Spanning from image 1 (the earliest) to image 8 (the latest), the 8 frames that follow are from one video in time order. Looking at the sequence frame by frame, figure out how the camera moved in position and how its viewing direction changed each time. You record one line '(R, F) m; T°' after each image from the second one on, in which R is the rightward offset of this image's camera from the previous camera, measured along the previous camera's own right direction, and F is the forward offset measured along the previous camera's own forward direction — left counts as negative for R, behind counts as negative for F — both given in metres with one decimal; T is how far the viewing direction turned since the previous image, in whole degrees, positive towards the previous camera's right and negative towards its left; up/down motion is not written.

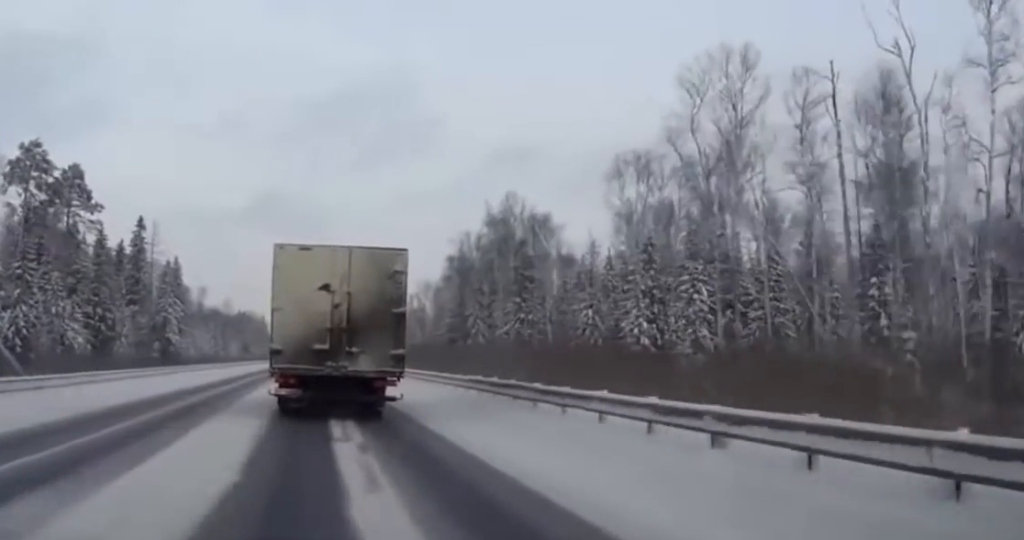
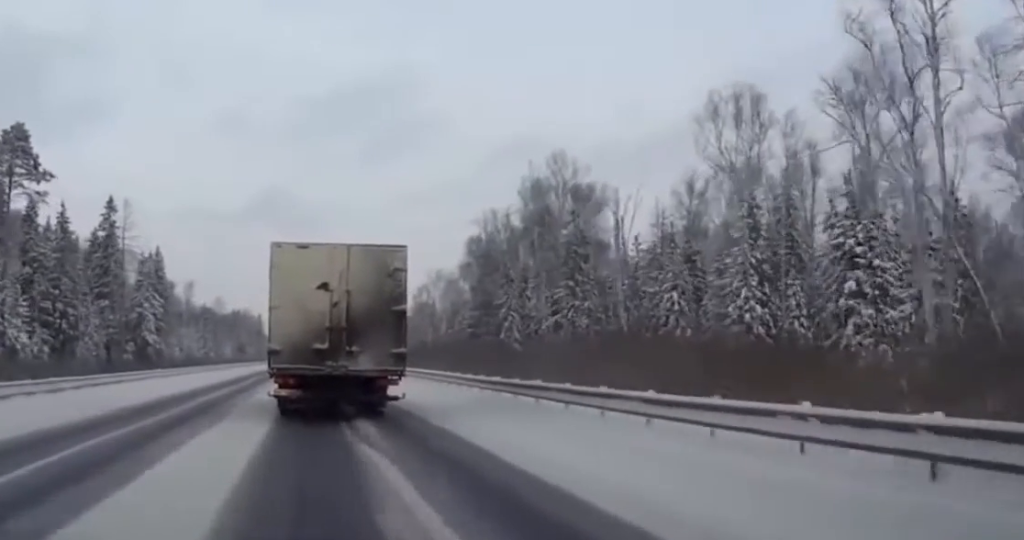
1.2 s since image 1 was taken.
(-0.1, +17.6) m; -1°
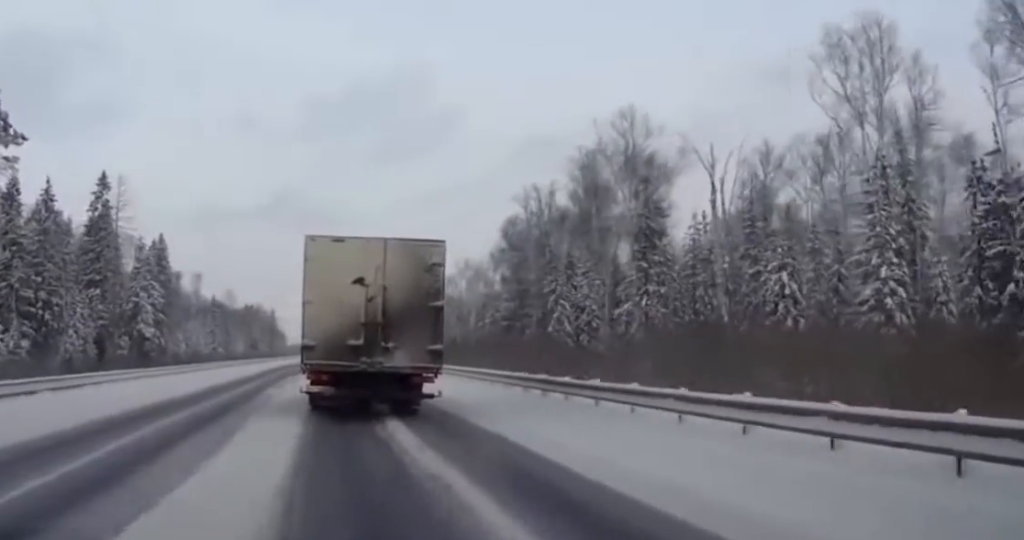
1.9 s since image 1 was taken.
(-0.1, +11.9) m; -1°
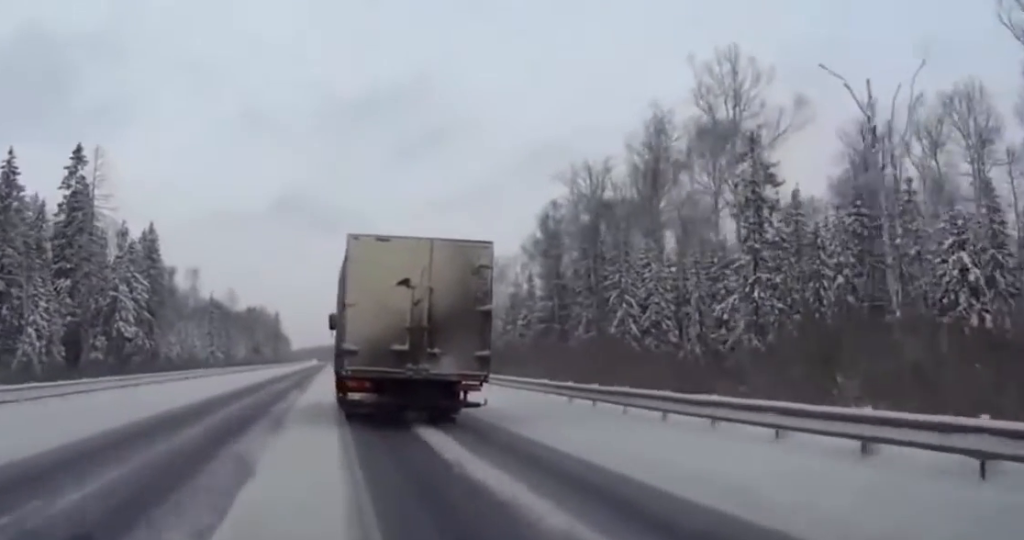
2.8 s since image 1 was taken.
(-0.1, +14.4) m; -1°
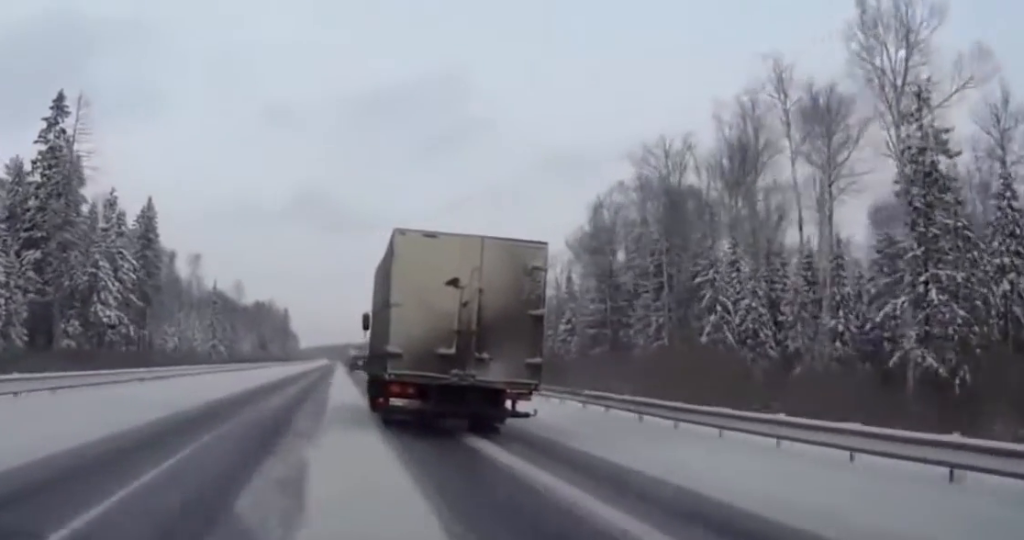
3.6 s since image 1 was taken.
(-0.1, +12.6) m; 0°
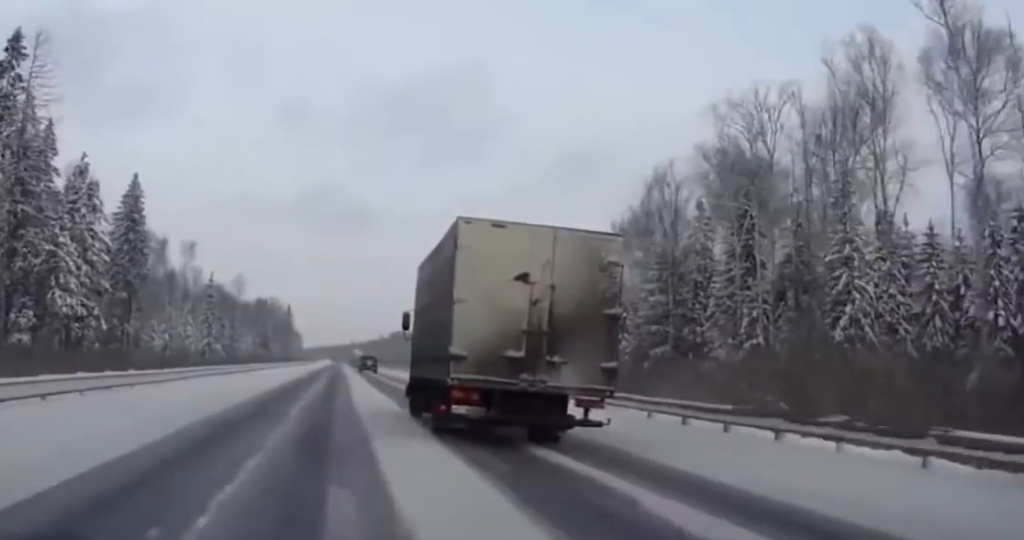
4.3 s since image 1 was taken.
(0.0, +12.7) m; +1°
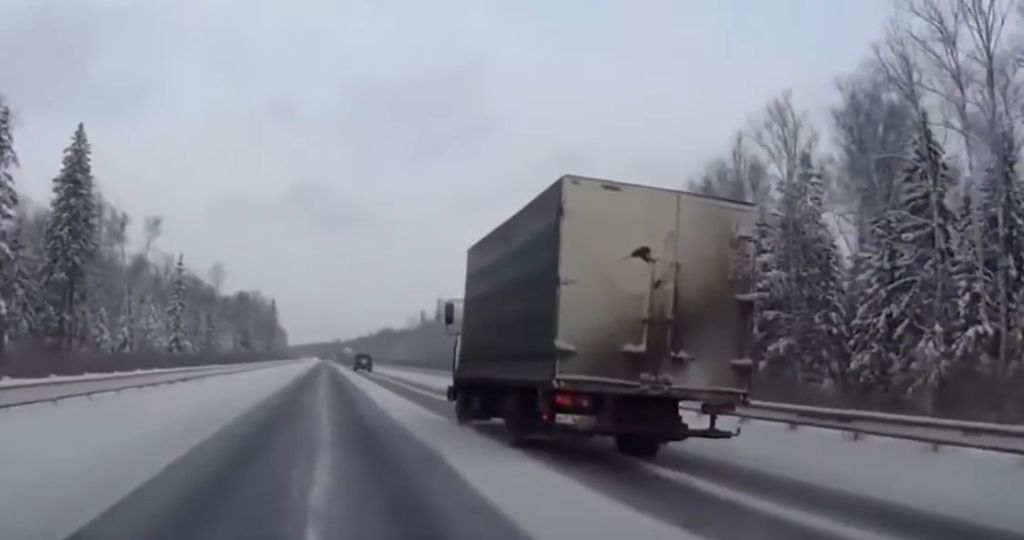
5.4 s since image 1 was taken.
(+0.2, +19.2) m; +1°
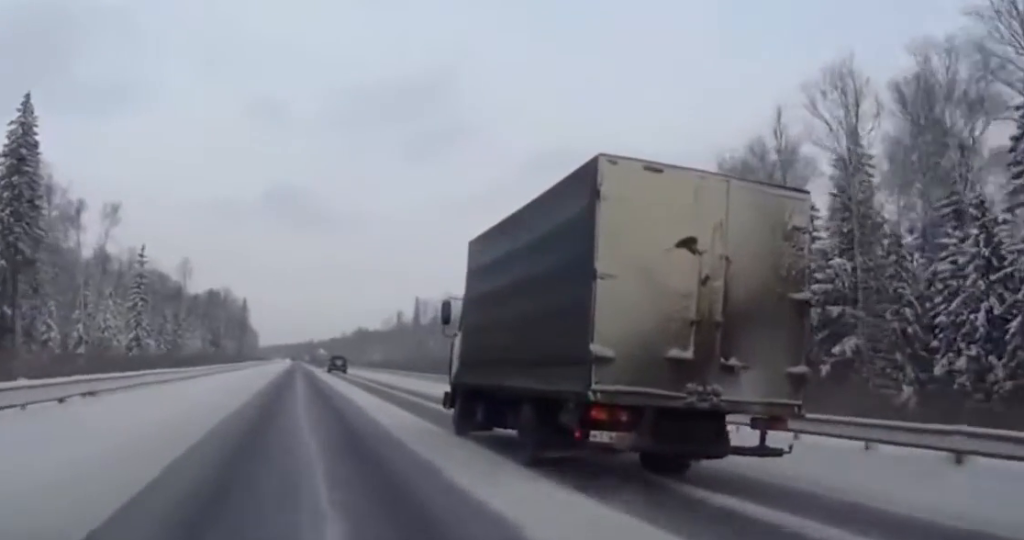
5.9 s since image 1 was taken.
(0.0, +8.7) m; +1°
